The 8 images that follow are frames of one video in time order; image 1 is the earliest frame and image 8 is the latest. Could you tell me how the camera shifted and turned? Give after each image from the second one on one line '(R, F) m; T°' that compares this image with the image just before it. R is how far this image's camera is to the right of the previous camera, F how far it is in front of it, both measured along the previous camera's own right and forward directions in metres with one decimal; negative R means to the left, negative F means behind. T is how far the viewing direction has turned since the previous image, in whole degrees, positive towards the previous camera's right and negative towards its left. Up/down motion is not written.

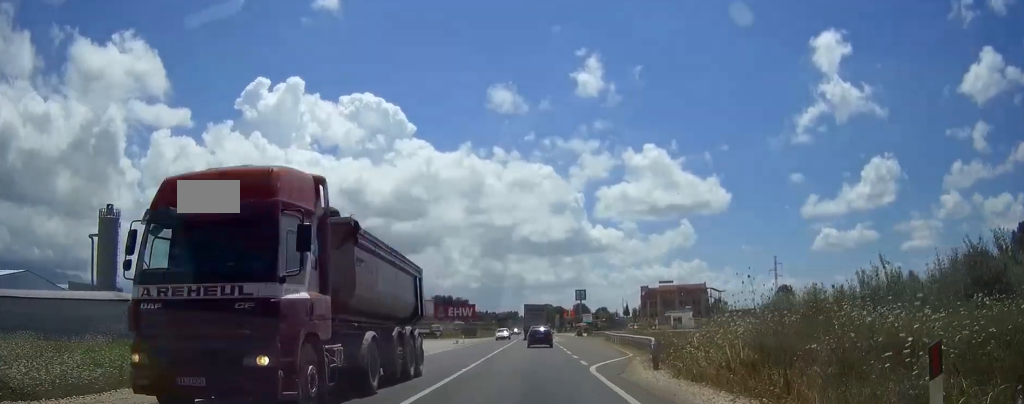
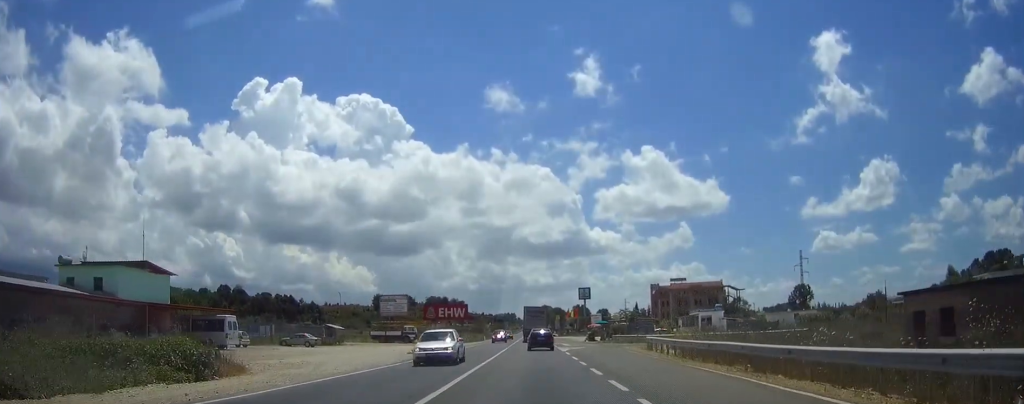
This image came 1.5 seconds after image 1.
(+0.1, +25.2) m; 0°
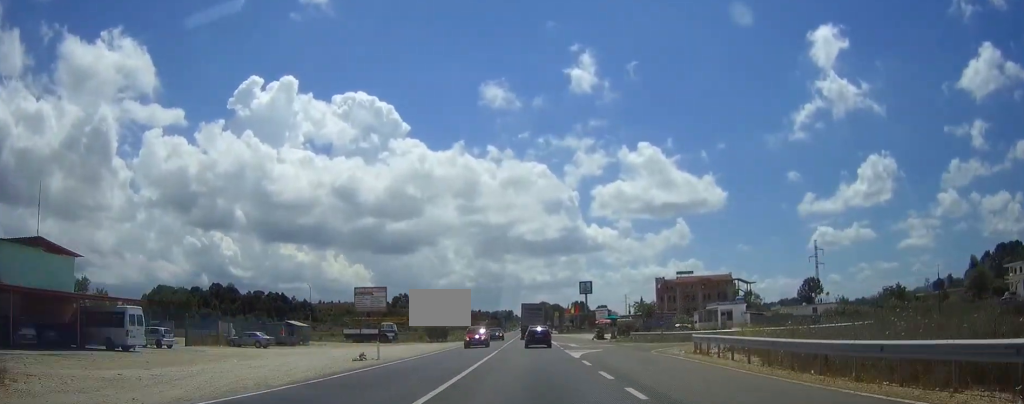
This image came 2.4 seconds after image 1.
(-0.1, +13.6) m; 0°
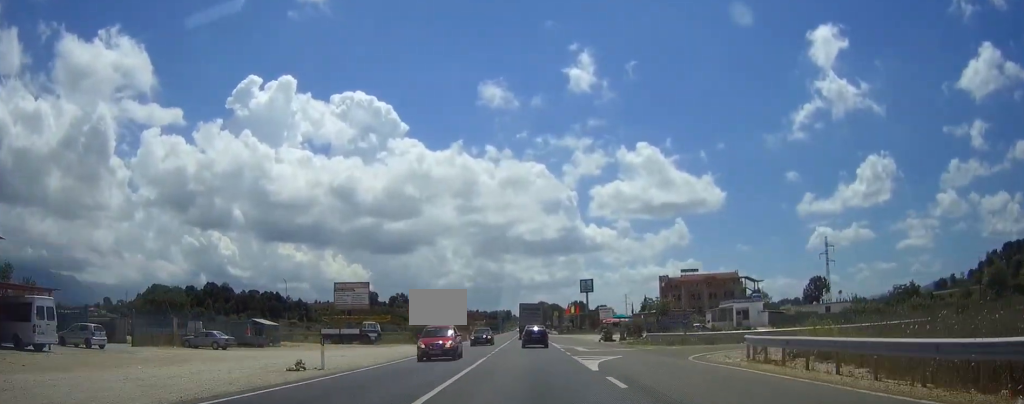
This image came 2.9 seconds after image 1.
(+0.1, +8.7) m; 0°
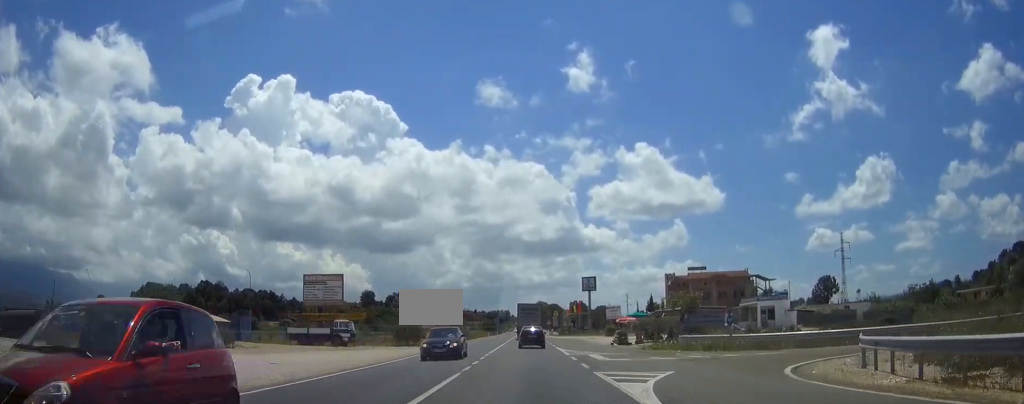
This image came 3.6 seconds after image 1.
(+0.1, +10.9) m; 0°
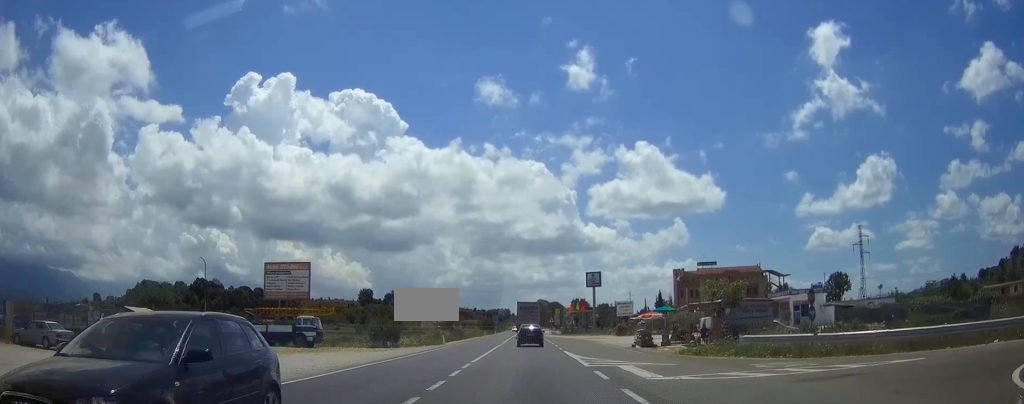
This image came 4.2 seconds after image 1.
(0.0, +10.9) m; 0°
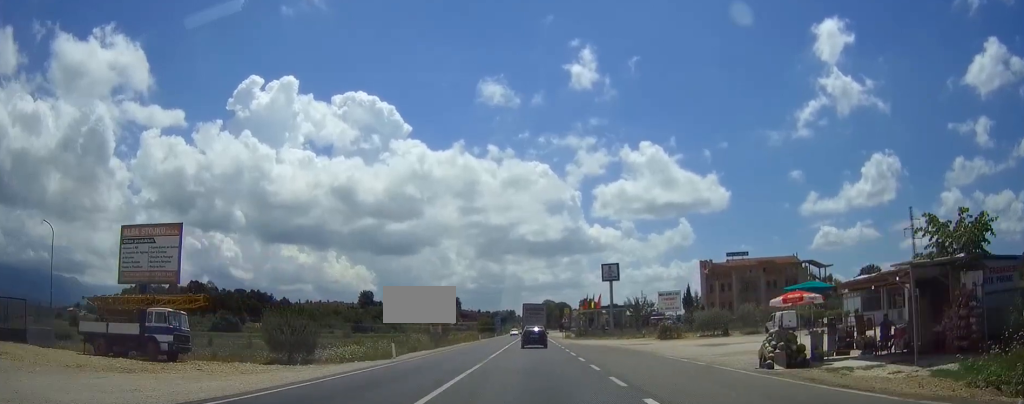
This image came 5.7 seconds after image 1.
(-0.2, +24.0) m; 0°
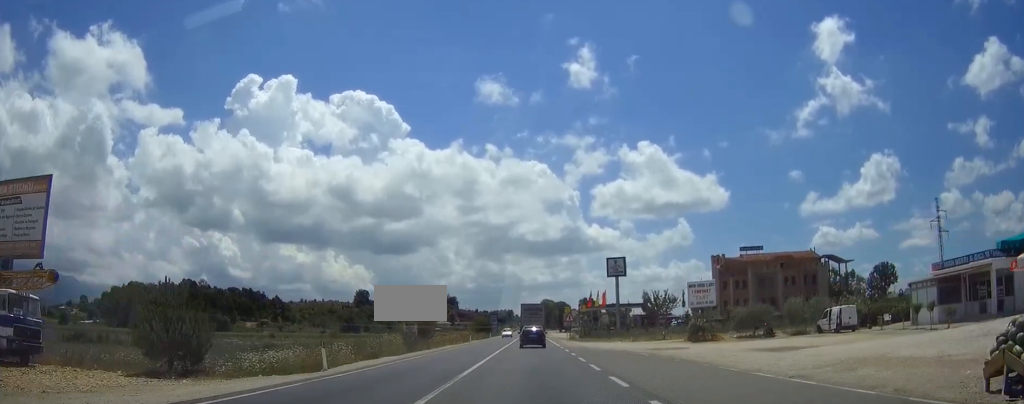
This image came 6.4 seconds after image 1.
(+0.1, +12.0) m; 0°
